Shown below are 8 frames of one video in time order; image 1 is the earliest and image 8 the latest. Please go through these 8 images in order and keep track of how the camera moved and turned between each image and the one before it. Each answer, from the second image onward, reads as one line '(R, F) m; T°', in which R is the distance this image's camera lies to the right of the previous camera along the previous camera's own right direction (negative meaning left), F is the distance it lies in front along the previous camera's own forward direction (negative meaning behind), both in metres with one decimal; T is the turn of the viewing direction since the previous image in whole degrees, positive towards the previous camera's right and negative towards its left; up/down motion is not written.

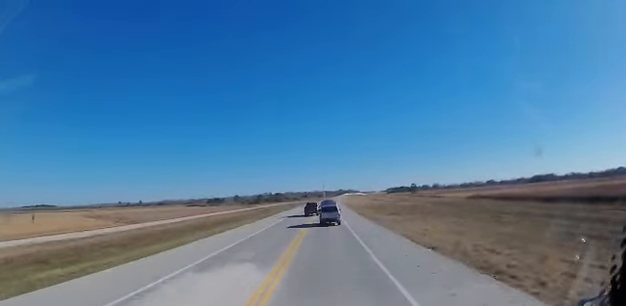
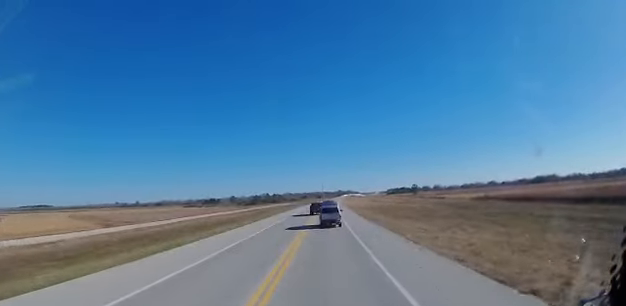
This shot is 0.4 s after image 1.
(+0.1, +8.7) m; 0°
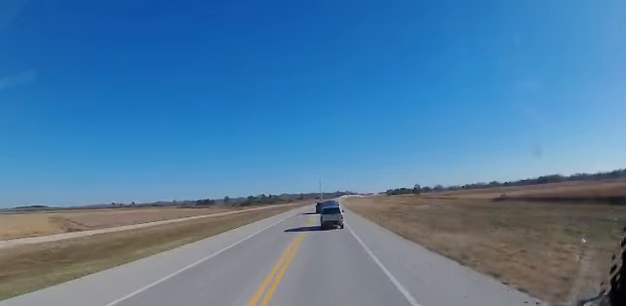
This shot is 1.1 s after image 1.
(+0.2, +12.7) m; 0°
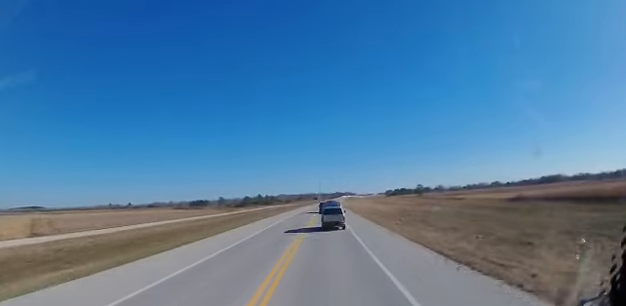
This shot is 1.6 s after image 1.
(-0.2, +10.3) m; 0°
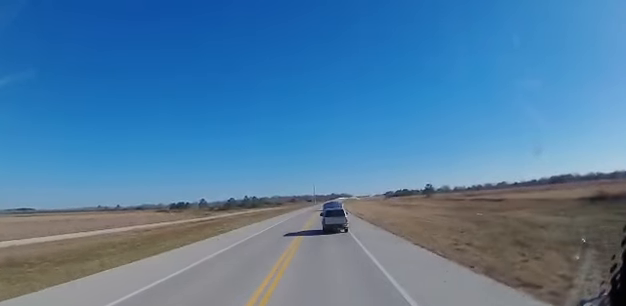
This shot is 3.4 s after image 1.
(+0.6, +33.2) m; +2°
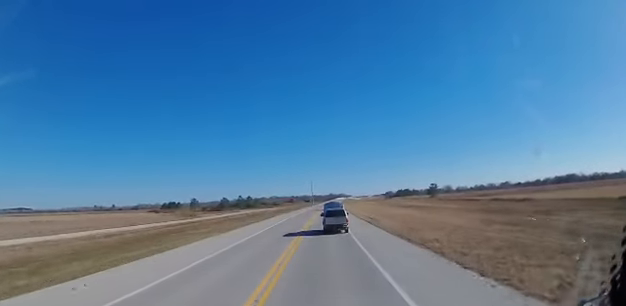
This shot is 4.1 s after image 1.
(0.0, +12.5) m; 0°
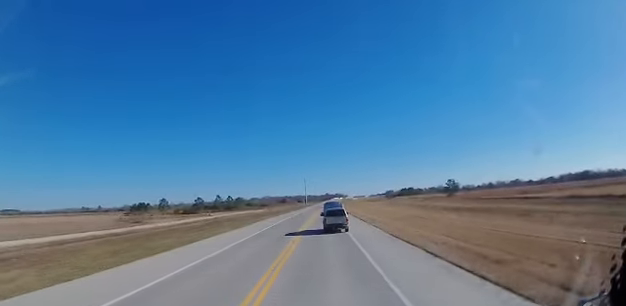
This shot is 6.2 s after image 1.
(+0.6, +36.8) m; +2°
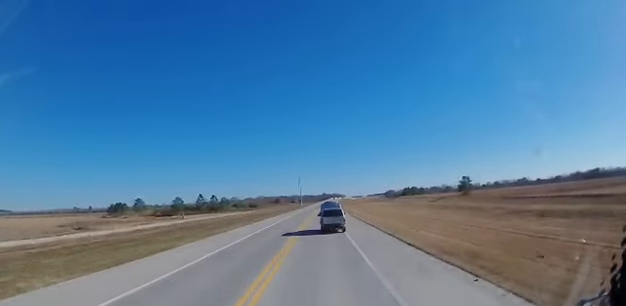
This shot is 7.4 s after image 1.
(-0.3, +21.8) m; -2°
